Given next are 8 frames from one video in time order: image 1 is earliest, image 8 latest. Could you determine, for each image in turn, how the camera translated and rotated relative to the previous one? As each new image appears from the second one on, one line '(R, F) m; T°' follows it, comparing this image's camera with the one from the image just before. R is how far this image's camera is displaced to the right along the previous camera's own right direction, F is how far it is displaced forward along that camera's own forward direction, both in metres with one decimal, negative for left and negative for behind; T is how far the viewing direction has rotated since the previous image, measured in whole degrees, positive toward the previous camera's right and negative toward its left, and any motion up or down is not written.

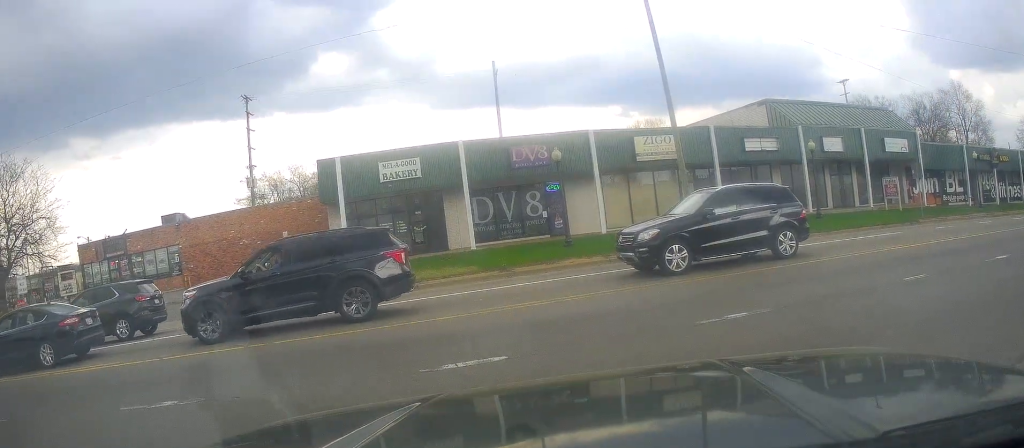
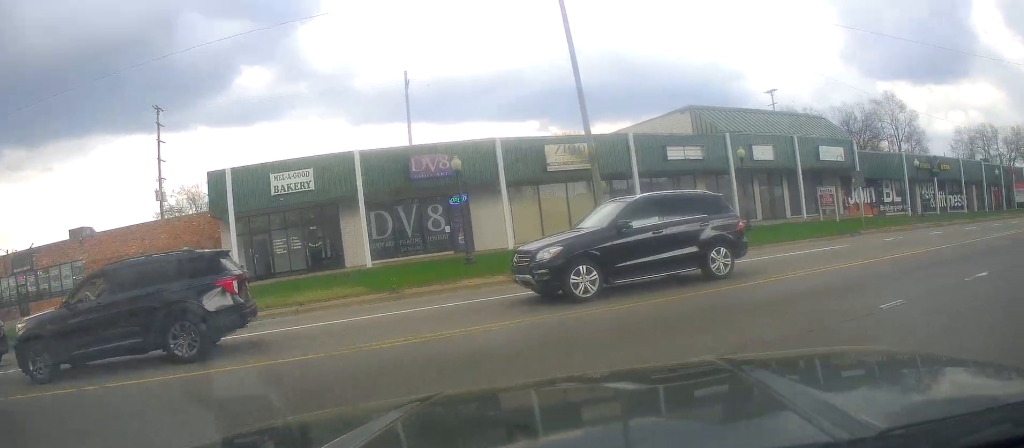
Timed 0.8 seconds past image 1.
(-0.1, +2.6) m; +10°
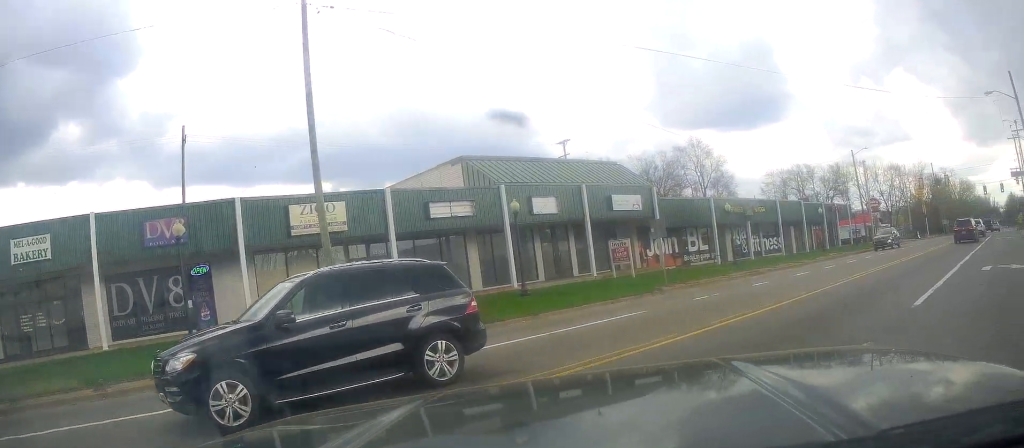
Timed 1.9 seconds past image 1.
(+0.9, +3.8) m; +24°
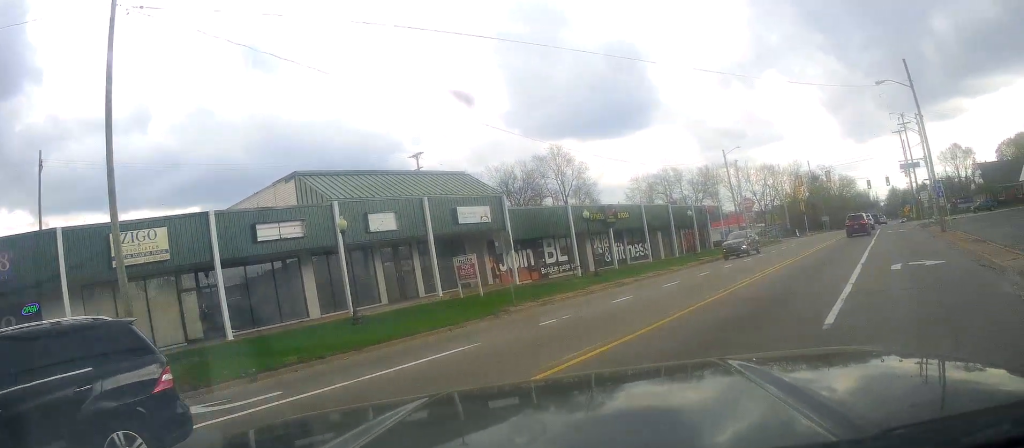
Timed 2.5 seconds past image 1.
(+0.3, +2.5) m; +10°
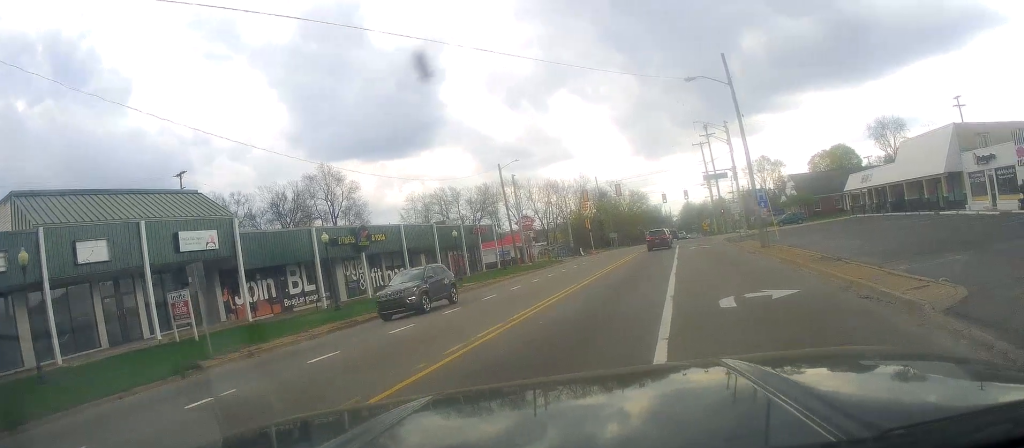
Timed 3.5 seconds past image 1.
(+0.4, +4.7) m; +13°
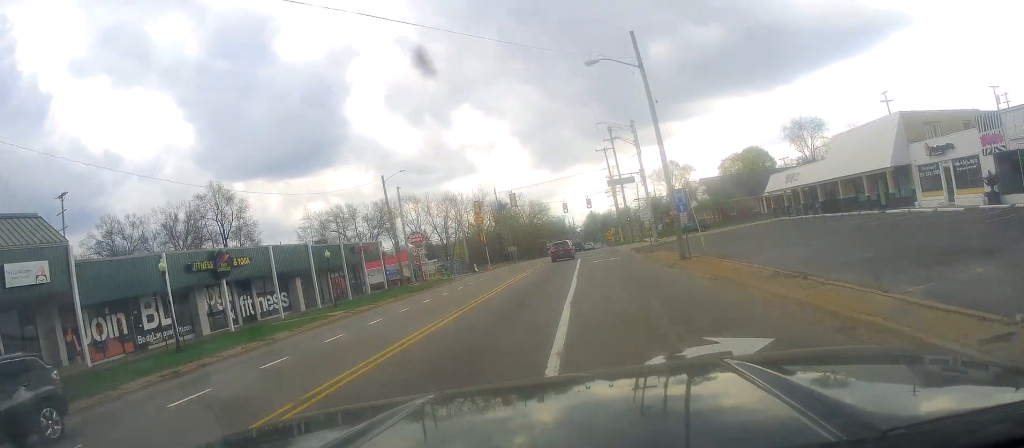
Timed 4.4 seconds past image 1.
(+0.5, +4.8) m; +11°
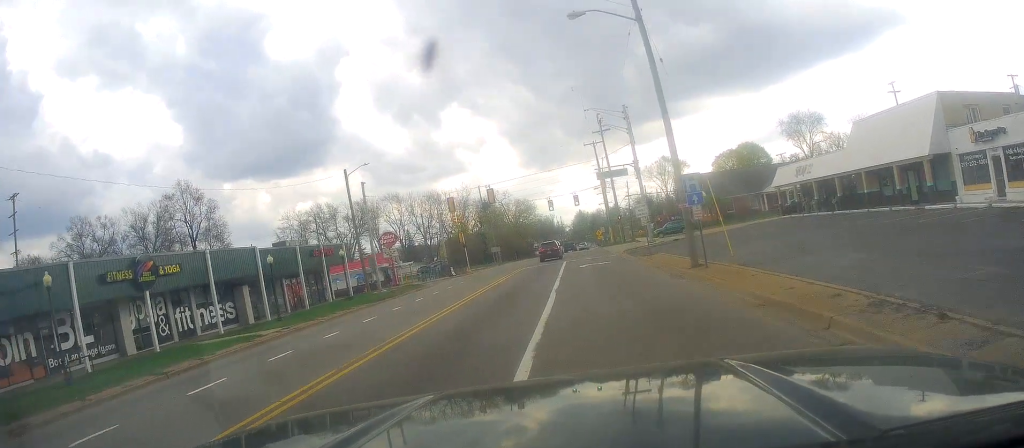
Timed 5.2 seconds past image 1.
(+0.5, +5.3) m; +2°
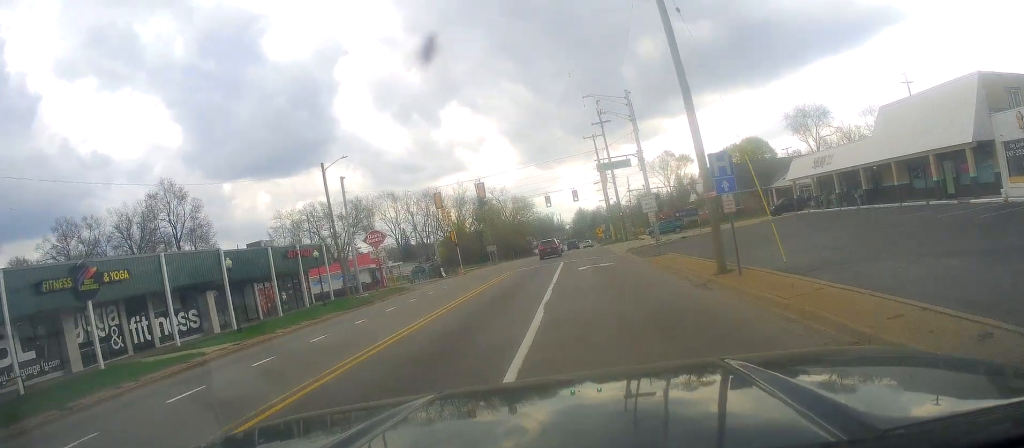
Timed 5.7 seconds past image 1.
(-0.1, +4.1) m; -1°
